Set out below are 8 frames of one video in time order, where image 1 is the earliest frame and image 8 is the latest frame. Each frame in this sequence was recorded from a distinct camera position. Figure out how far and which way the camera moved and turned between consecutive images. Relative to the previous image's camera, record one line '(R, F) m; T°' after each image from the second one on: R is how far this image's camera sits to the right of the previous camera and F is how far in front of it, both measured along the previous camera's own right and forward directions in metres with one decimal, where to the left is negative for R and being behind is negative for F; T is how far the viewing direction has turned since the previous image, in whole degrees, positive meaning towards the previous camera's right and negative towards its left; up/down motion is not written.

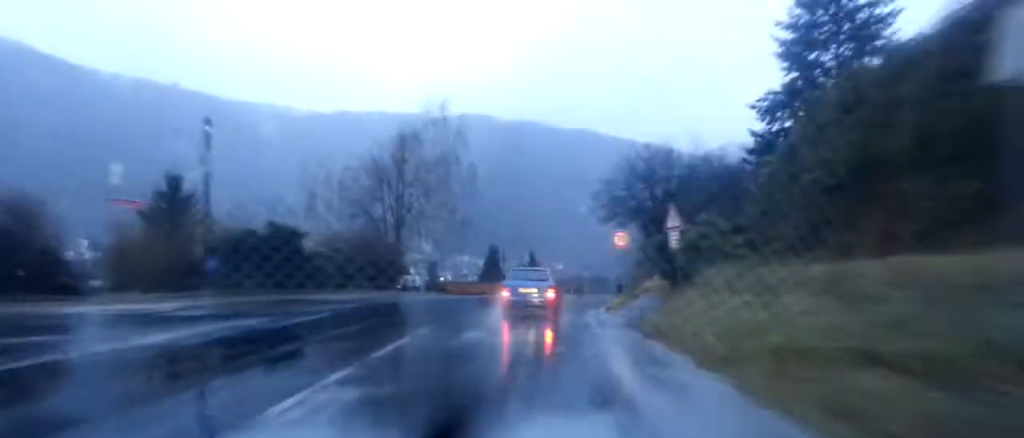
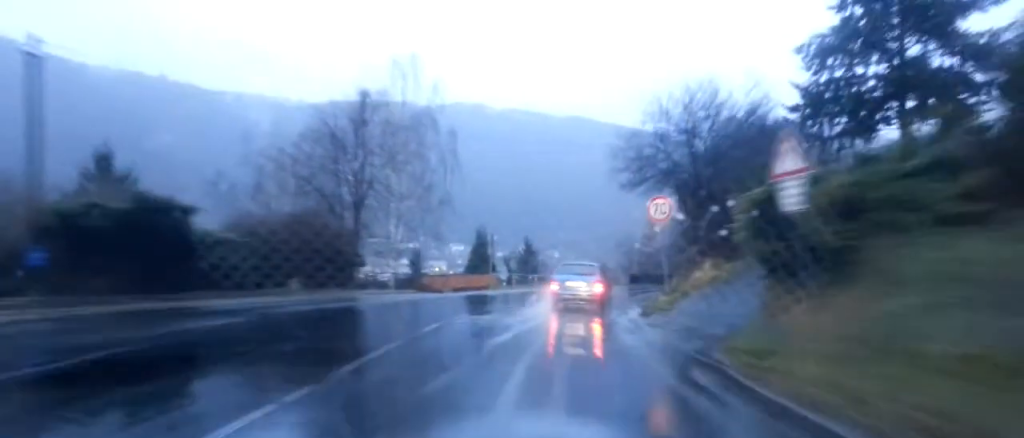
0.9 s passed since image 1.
(-0.1, +10.6) m; +2°
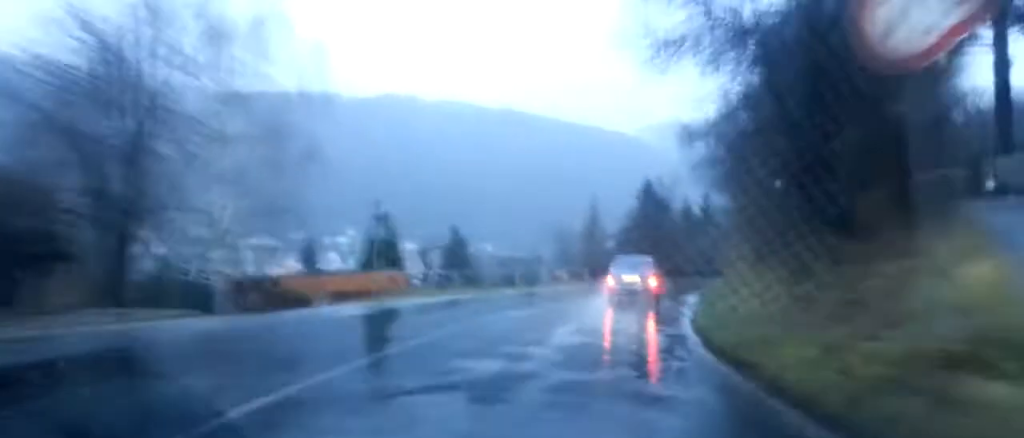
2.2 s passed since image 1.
(+1.1, +16.8) m; +5°
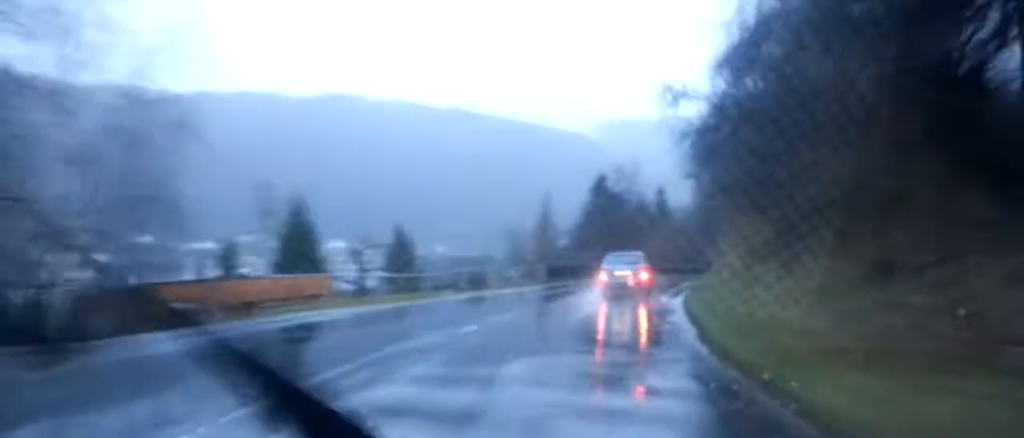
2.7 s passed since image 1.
(+0.1, +6.0) m; +2°
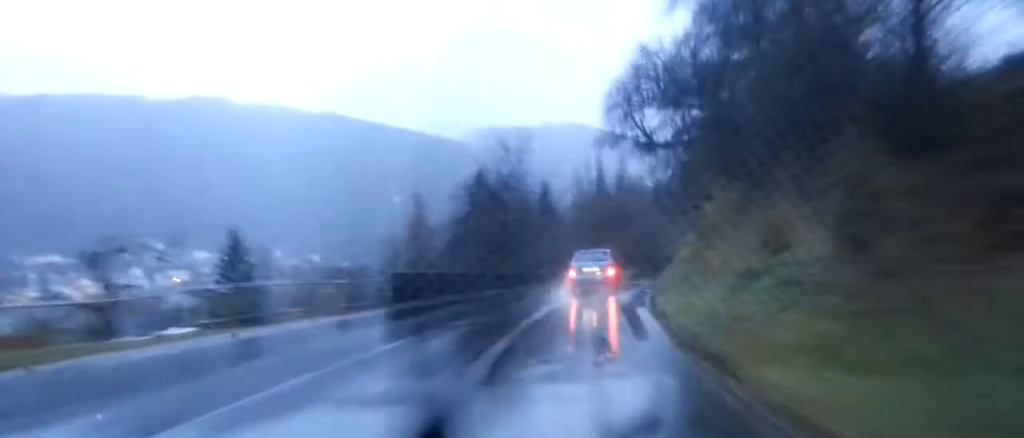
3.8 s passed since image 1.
(+0.4, +14.6) m; +7°
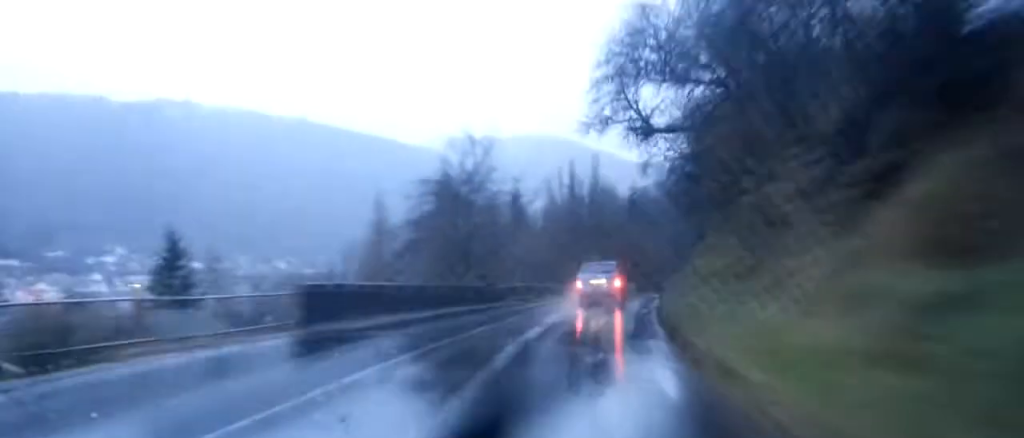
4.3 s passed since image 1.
(+0.2, +6.1) m; +4°
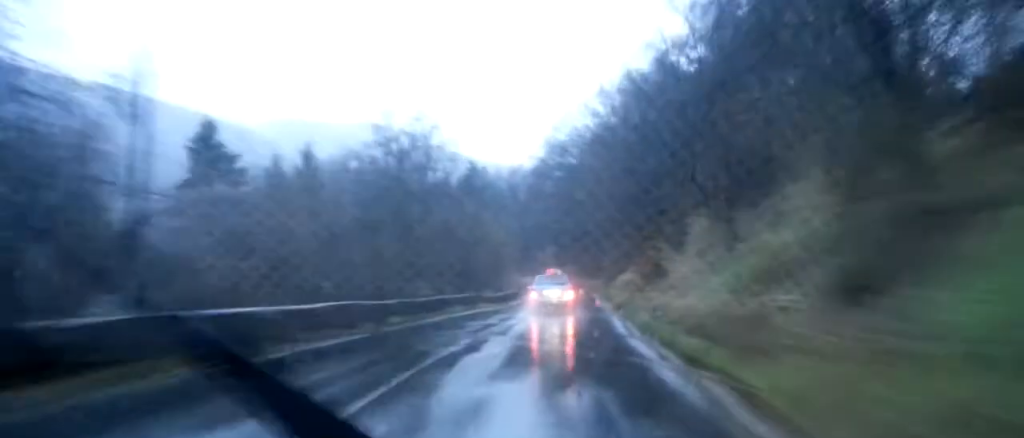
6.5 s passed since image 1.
(+5.4, +29.2) m; +15°
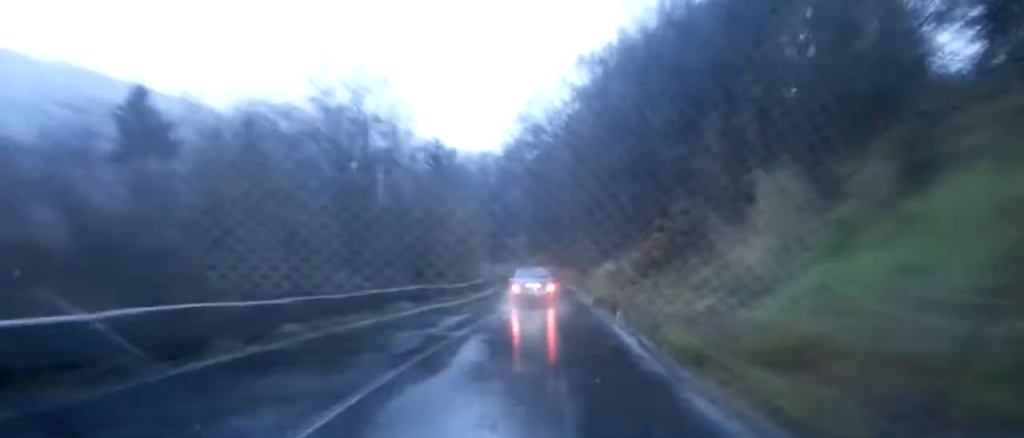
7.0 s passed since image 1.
(-0.2, +7.3) m; +1°
